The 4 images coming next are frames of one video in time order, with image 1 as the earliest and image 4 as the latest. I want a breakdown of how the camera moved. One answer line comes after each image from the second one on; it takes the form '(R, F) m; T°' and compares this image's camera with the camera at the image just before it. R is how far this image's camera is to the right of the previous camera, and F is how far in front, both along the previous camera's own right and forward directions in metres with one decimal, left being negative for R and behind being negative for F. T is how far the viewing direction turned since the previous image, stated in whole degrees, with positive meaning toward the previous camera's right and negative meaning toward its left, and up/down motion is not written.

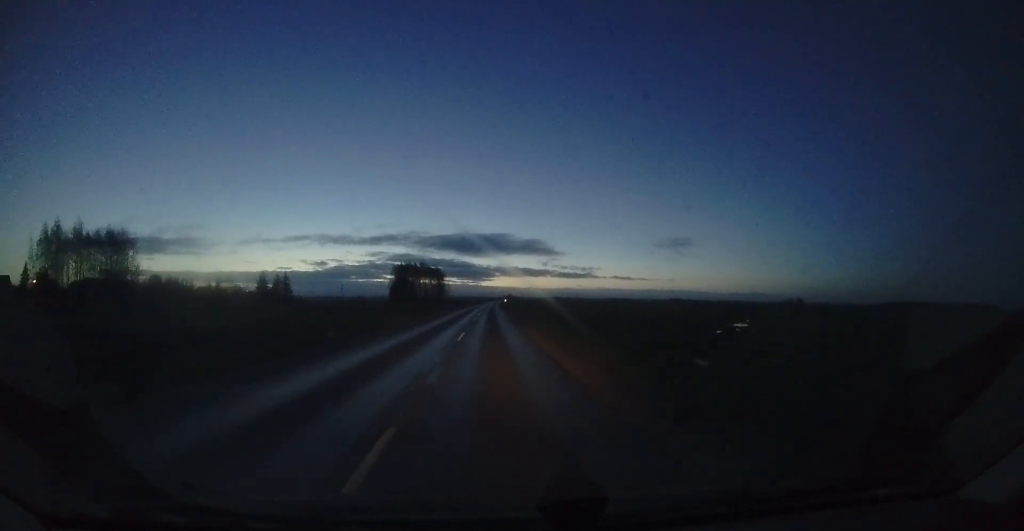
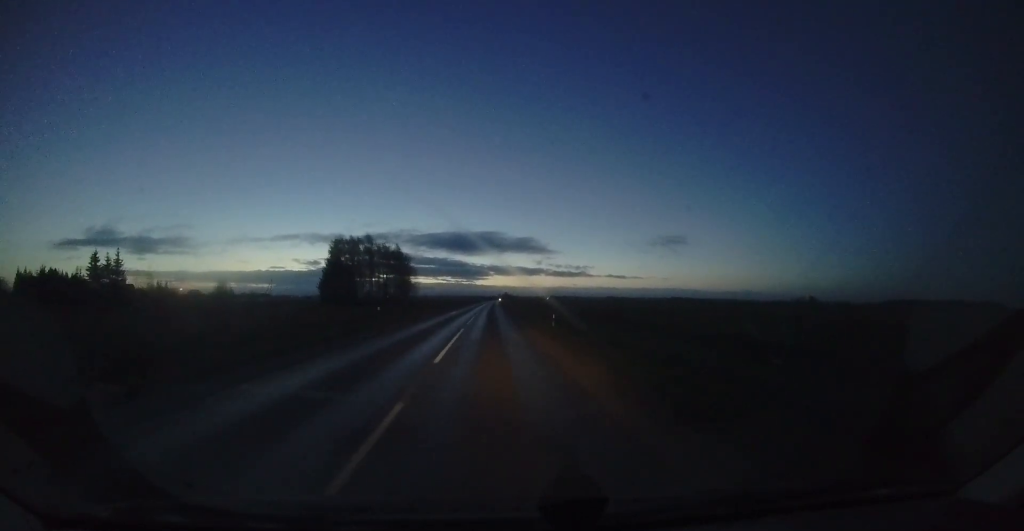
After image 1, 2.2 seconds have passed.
(+0.6, +58.9) m; 0°
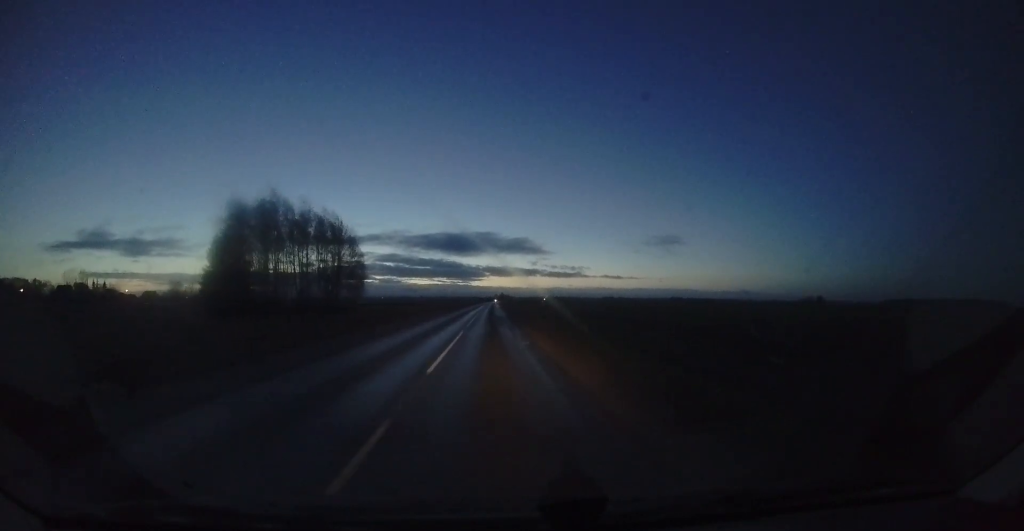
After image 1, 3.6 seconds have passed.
(-0.3, +36.9) m; +2°
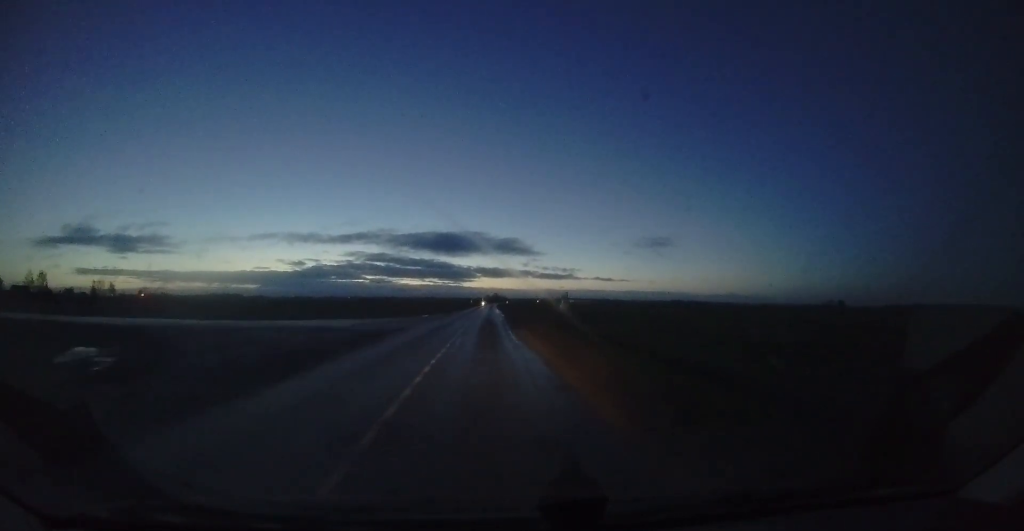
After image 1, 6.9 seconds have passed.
(+0.6, +85.2) m; +2°
